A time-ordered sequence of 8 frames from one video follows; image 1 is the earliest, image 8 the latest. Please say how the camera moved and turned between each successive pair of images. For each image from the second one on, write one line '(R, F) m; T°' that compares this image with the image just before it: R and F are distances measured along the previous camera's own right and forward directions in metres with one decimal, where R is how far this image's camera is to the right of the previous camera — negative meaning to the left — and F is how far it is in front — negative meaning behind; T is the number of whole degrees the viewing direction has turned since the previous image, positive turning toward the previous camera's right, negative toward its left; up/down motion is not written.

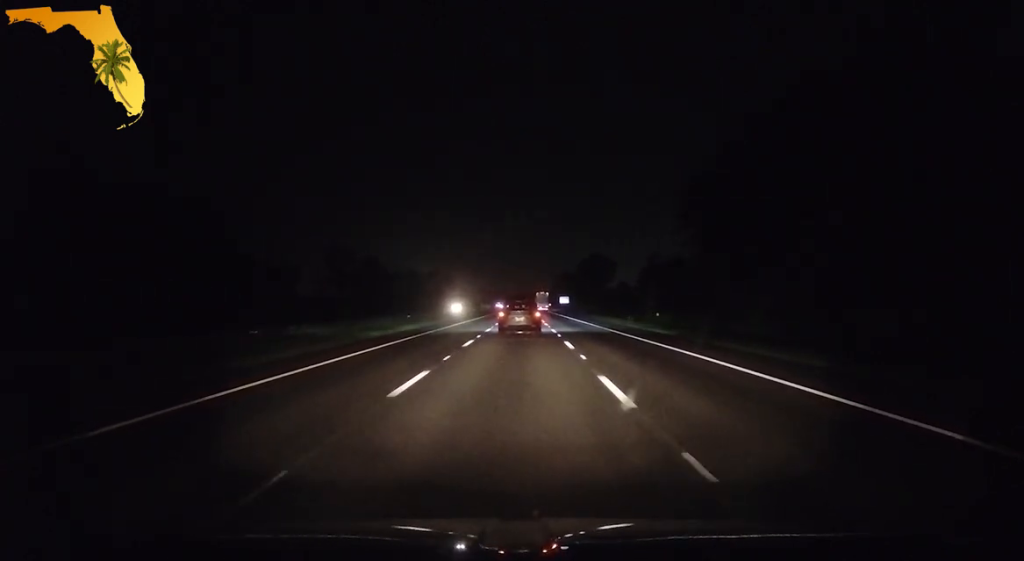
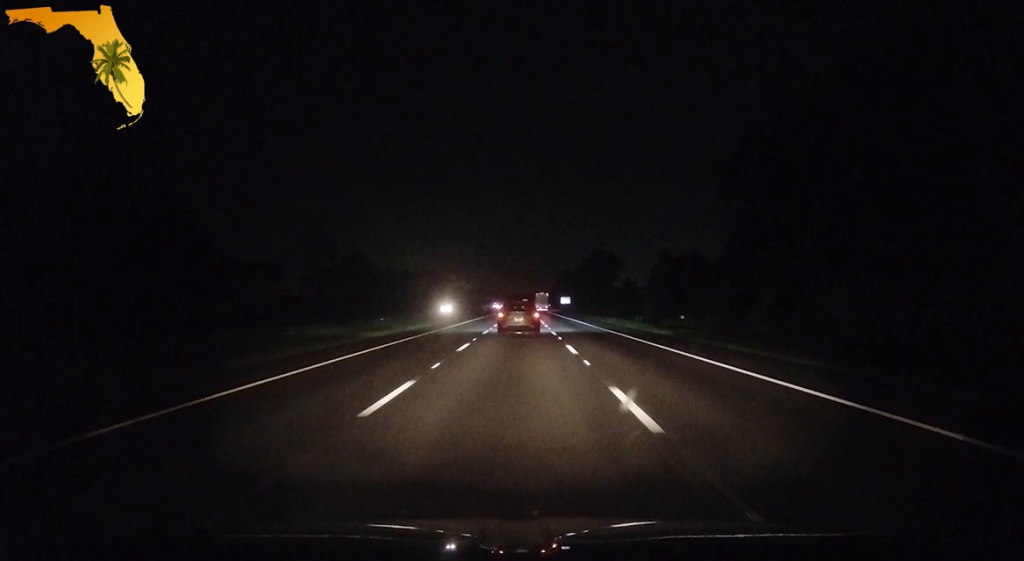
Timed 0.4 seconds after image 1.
(-0.1, +13.8) m; -1°
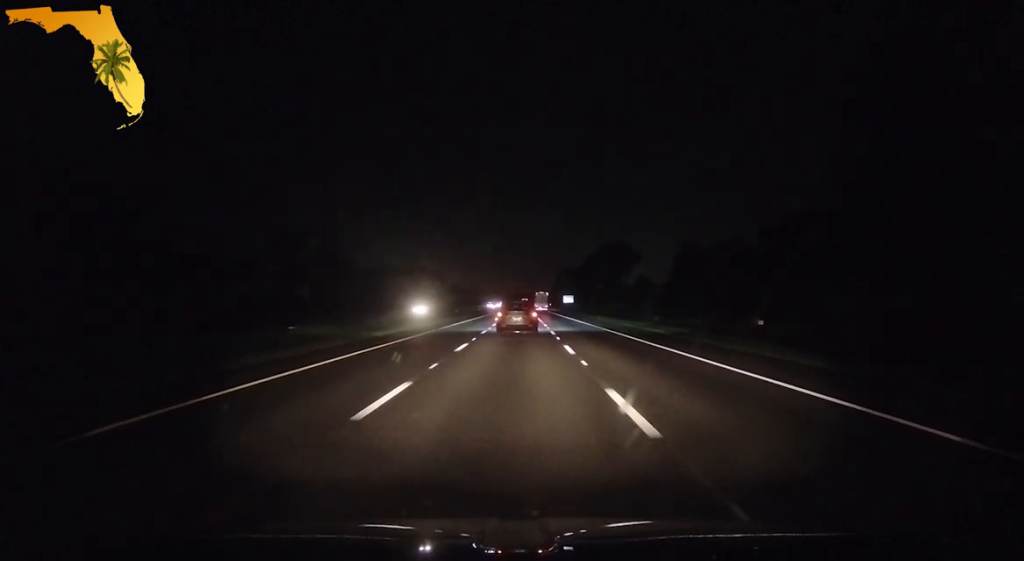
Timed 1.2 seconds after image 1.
(0.0, +24.4) m; 0°
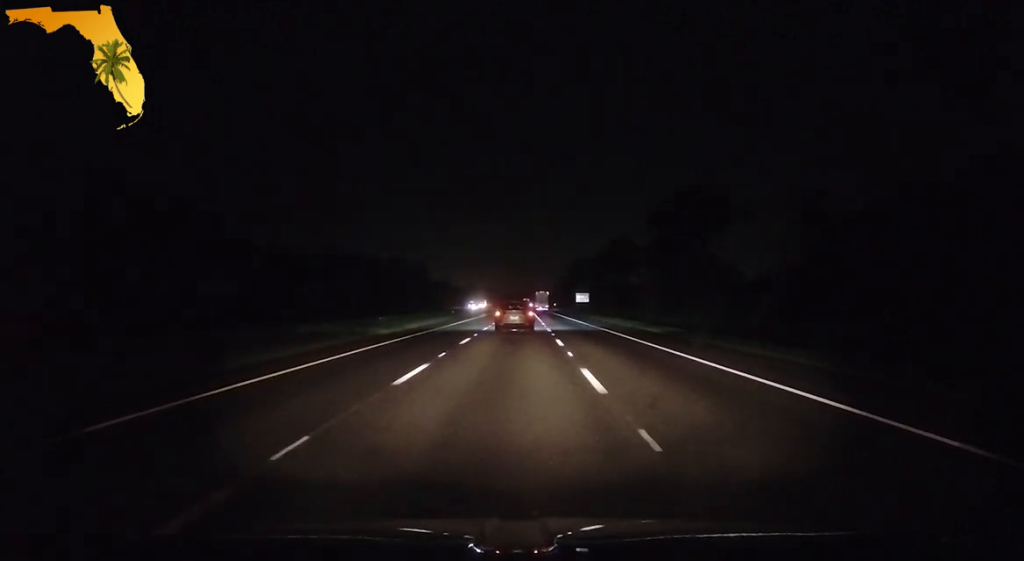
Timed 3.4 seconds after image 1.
(+1.0, +69.7) m; +2°
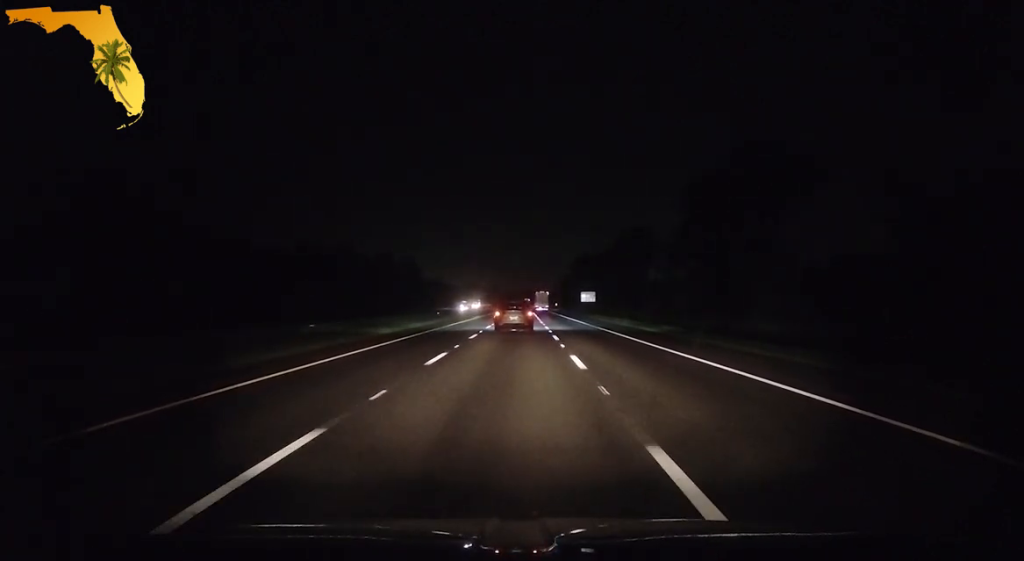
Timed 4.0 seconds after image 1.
(0.0, +20.5) m; 0°
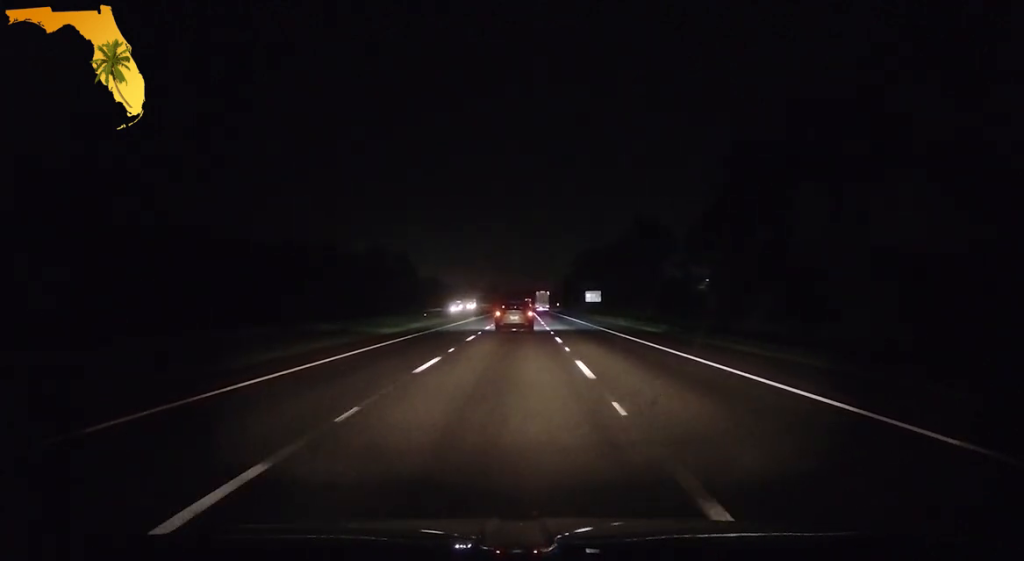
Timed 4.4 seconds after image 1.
(0.0, +14.0) m; 0°
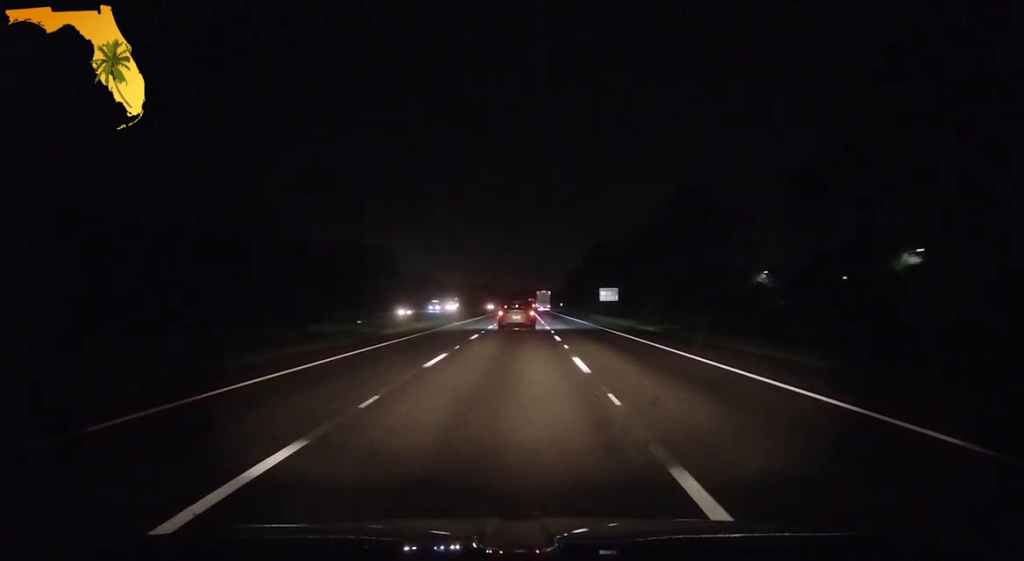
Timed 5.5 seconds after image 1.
(-0.2, +35.6) m; -1°
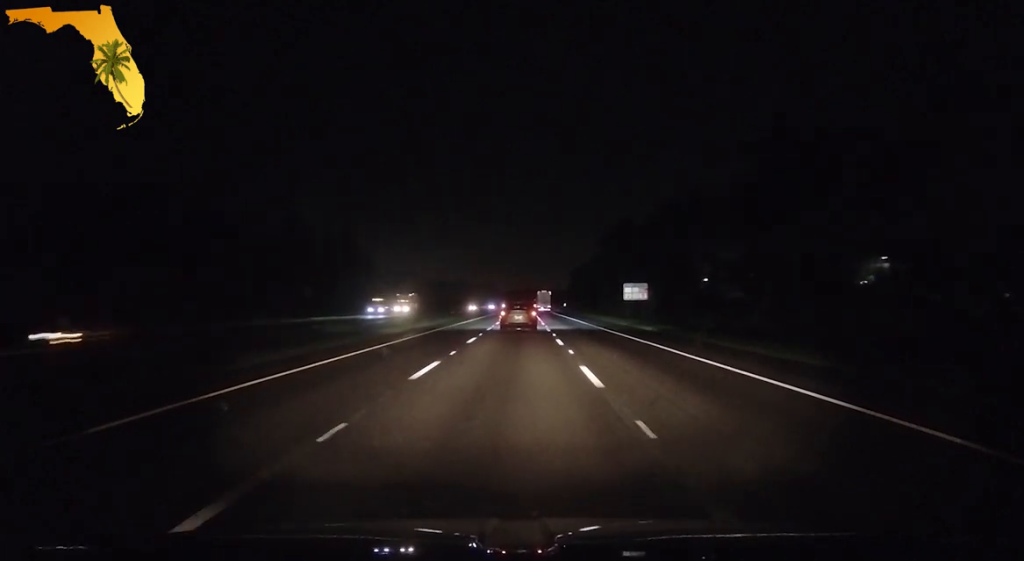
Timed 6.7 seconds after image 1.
(-0.2, +38.6) m; 0°
